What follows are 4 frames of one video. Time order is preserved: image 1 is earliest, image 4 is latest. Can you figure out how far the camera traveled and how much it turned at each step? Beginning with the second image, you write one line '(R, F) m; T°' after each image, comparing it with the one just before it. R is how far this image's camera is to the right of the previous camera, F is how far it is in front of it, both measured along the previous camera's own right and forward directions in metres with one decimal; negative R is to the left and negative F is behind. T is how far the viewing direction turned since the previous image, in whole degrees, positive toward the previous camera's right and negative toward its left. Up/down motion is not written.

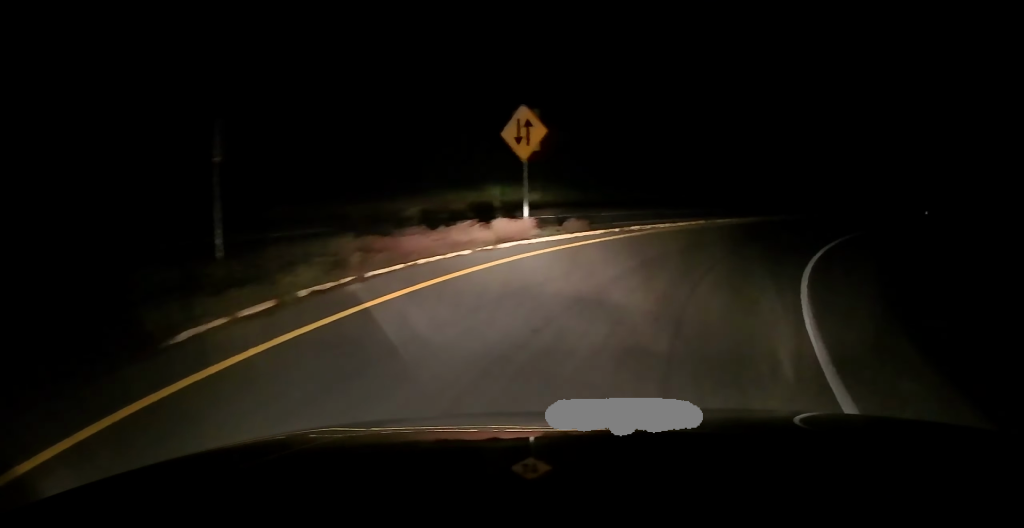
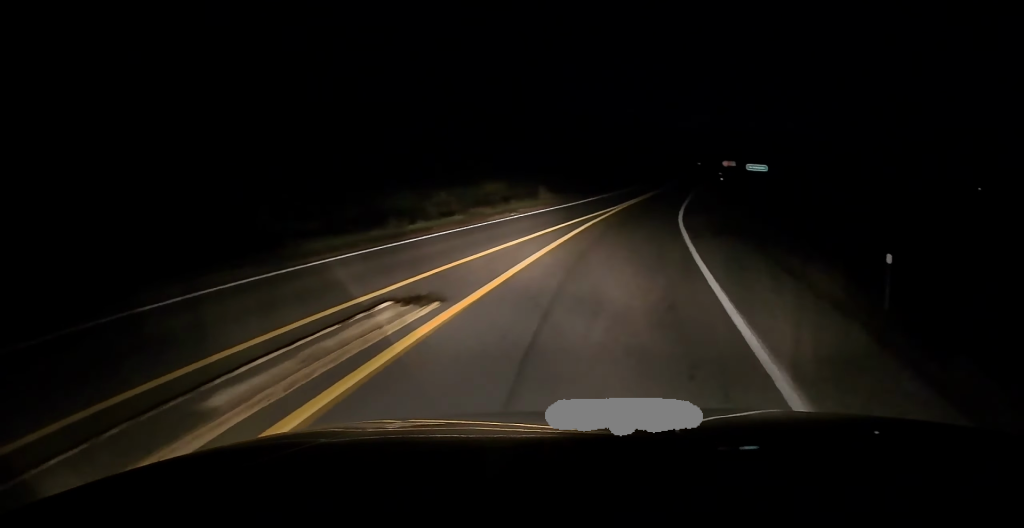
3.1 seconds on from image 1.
(+5.8, +22.9) m; +32°
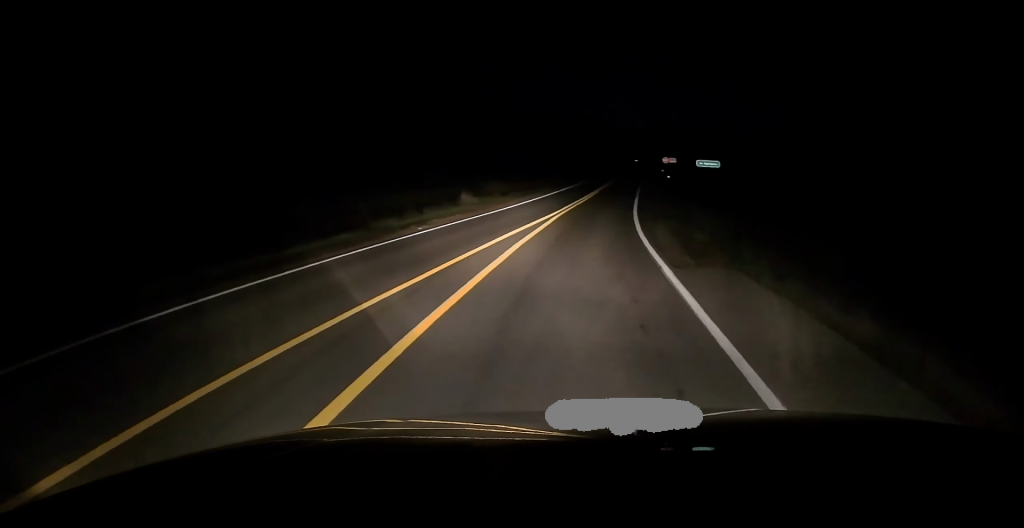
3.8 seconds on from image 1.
(+0.2, +5.9) m; +7°
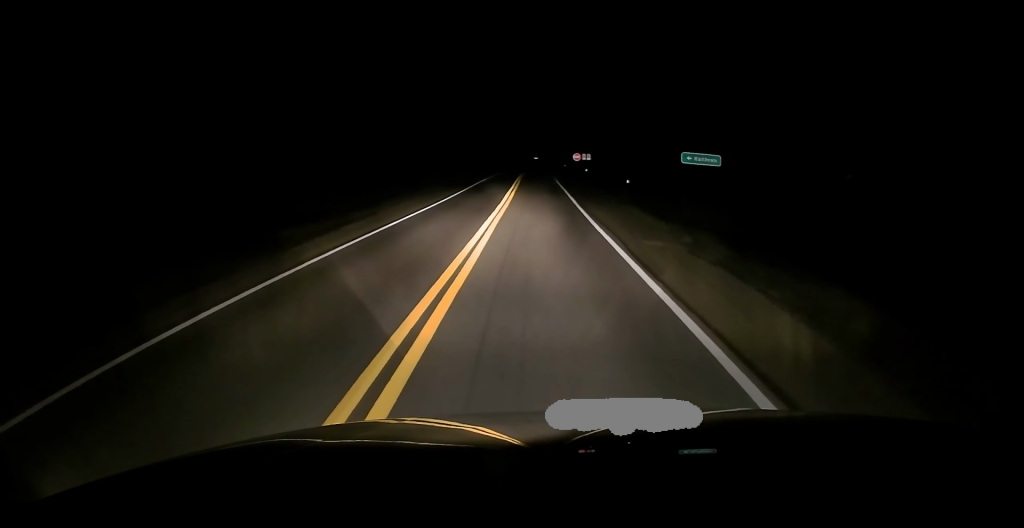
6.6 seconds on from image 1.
(+5.1, +25.9) m; +17°
